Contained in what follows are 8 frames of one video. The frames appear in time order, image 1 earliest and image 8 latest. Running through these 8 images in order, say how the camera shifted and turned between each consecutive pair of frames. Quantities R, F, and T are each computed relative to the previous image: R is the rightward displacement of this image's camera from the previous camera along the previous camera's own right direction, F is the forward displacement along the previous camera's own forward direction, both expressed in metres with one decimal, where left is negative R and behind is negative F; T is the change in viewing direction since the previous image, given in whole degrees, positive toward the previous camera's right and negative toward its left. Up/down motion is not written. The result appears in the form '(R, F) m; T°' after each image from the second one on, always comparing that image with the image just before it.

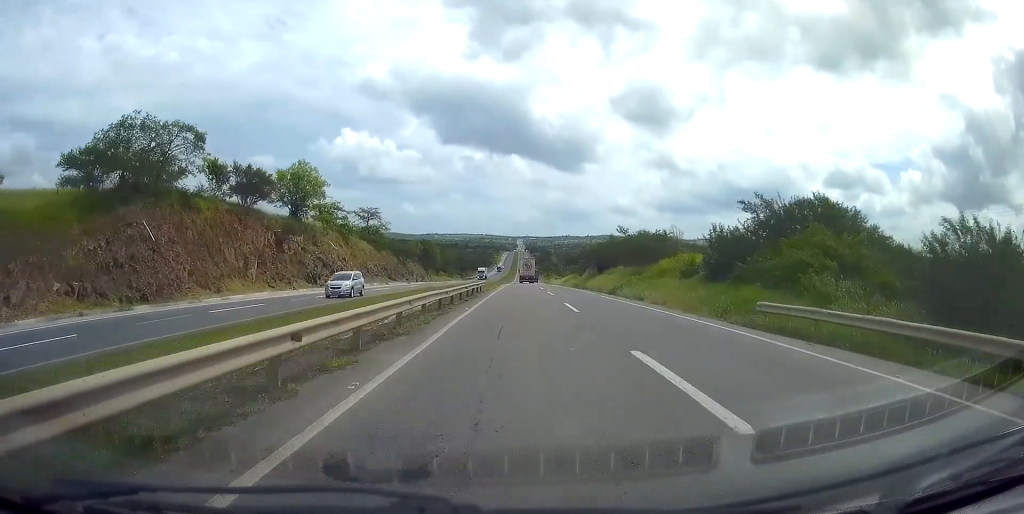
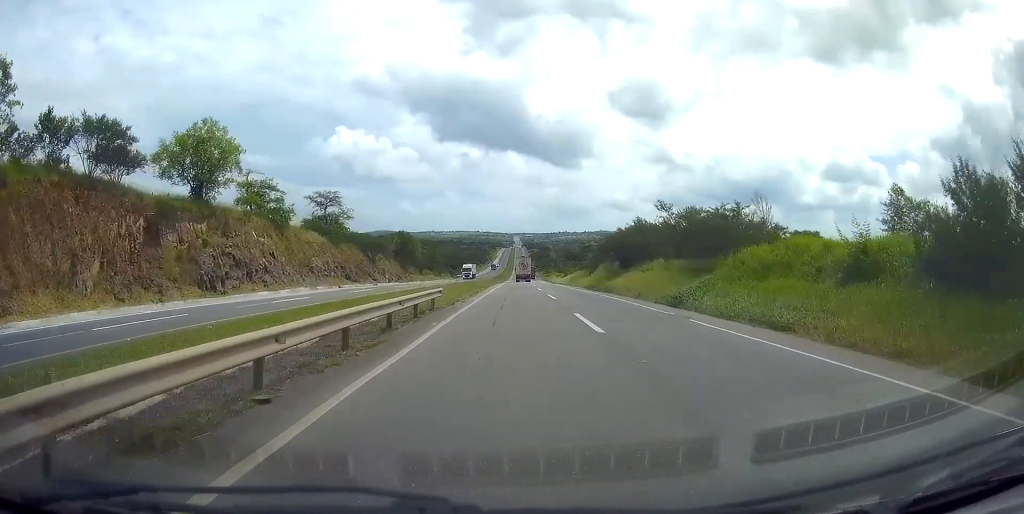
(+0.3, +23.9) m; +2°
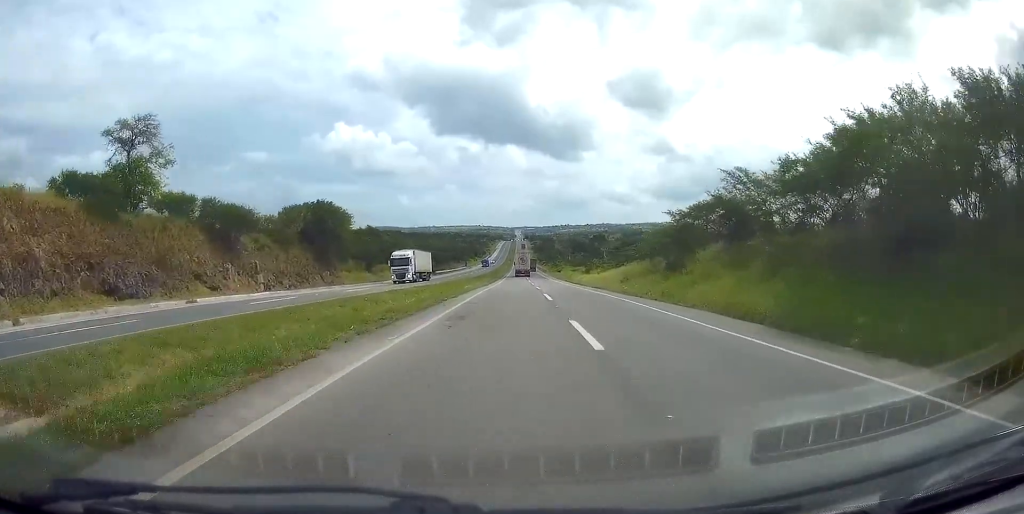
(+0.5, +52.1) m; 0°
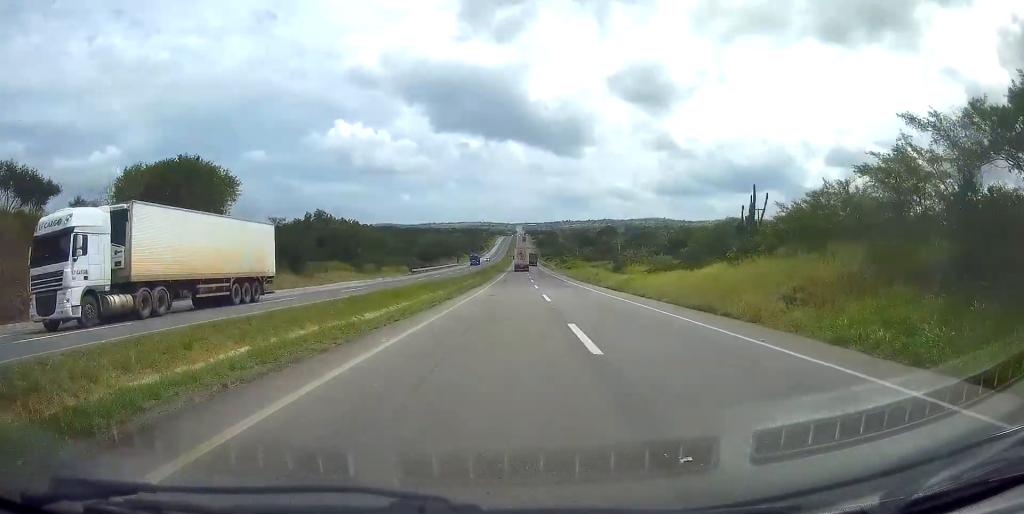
(-0.1, +33.7) m; 0°
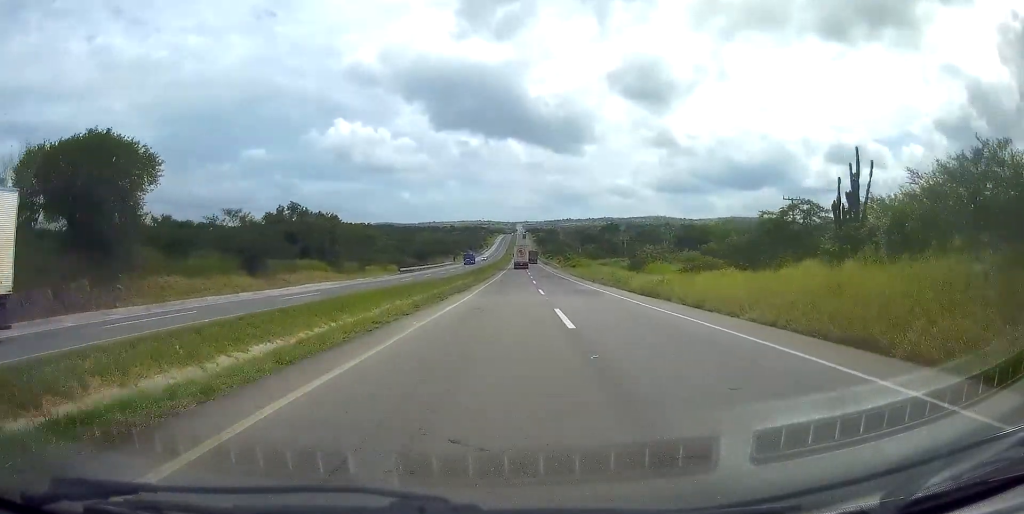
(0.0, +11.7) m; 0°
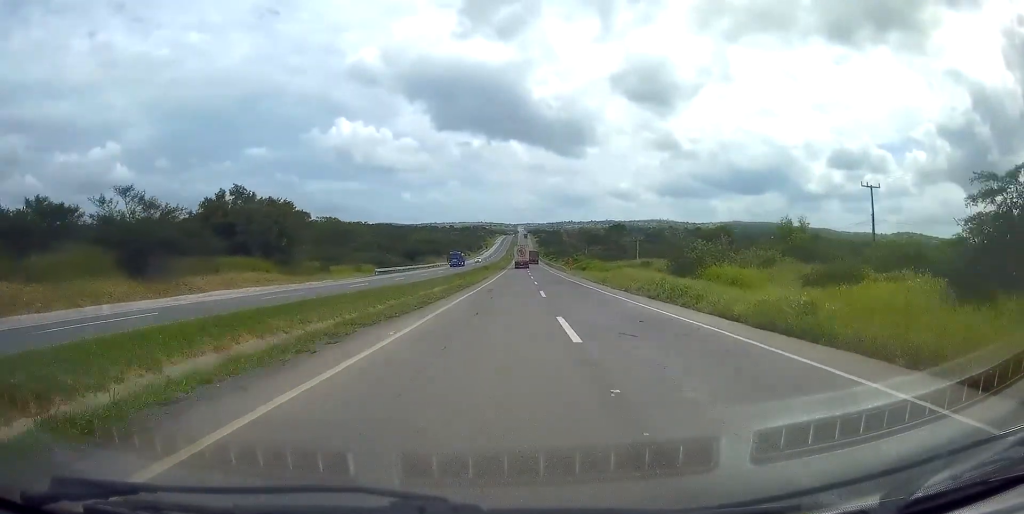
(-0.1, +18.9) m; 0°
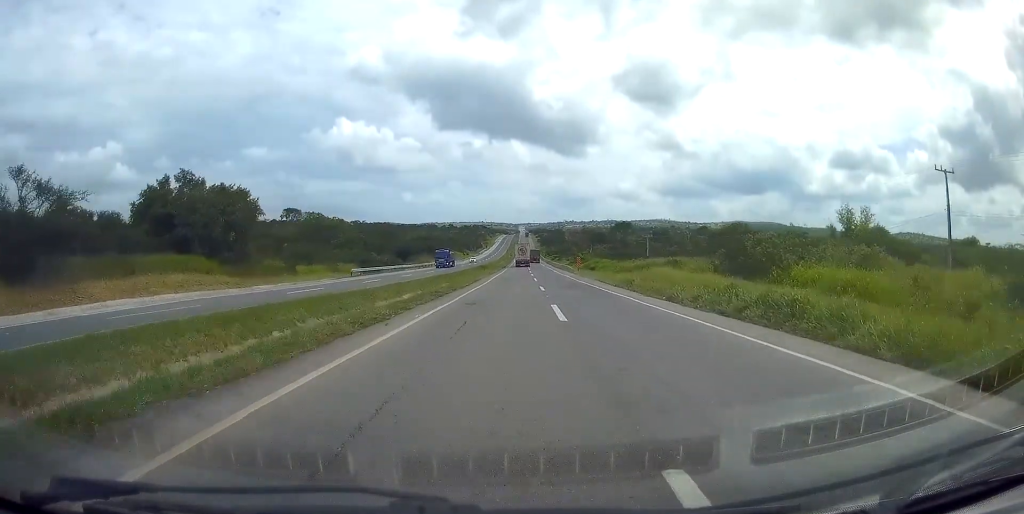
(+0.1, +12.6) m; 0°
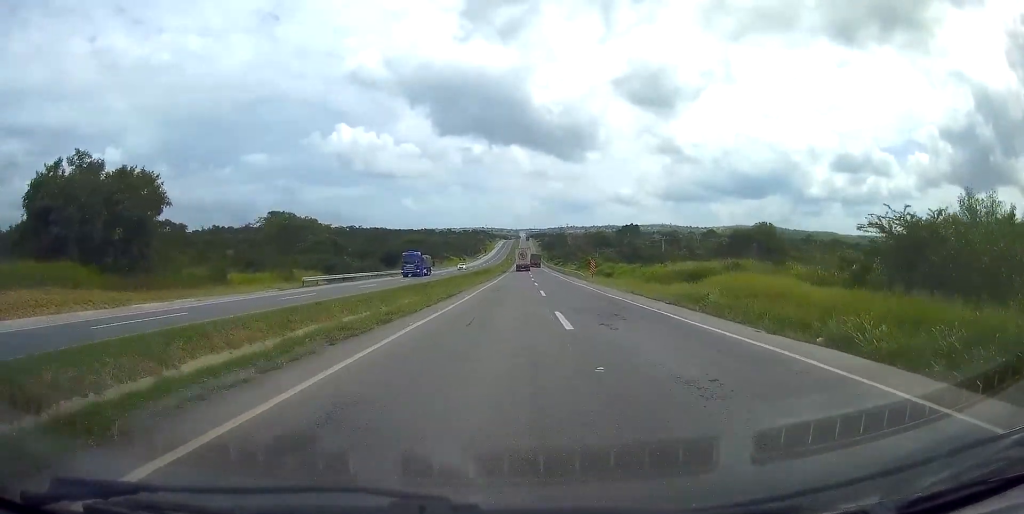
(+0.1, +17.1) m; 0°
